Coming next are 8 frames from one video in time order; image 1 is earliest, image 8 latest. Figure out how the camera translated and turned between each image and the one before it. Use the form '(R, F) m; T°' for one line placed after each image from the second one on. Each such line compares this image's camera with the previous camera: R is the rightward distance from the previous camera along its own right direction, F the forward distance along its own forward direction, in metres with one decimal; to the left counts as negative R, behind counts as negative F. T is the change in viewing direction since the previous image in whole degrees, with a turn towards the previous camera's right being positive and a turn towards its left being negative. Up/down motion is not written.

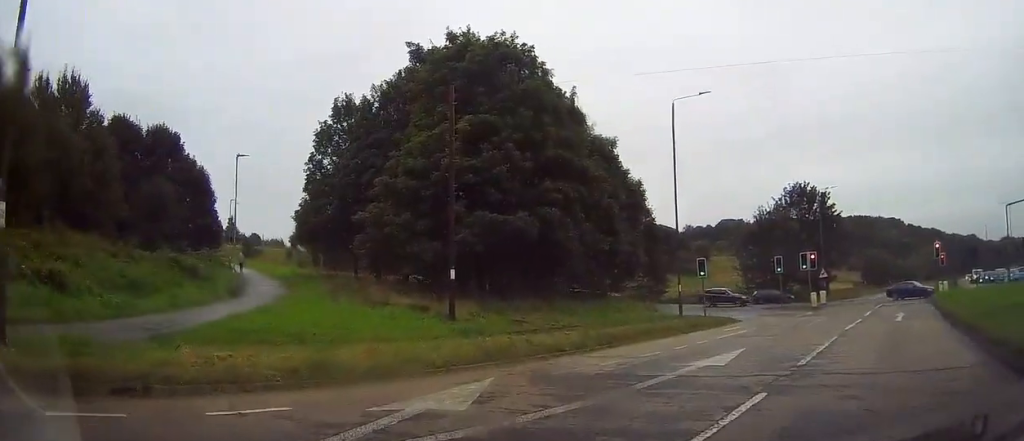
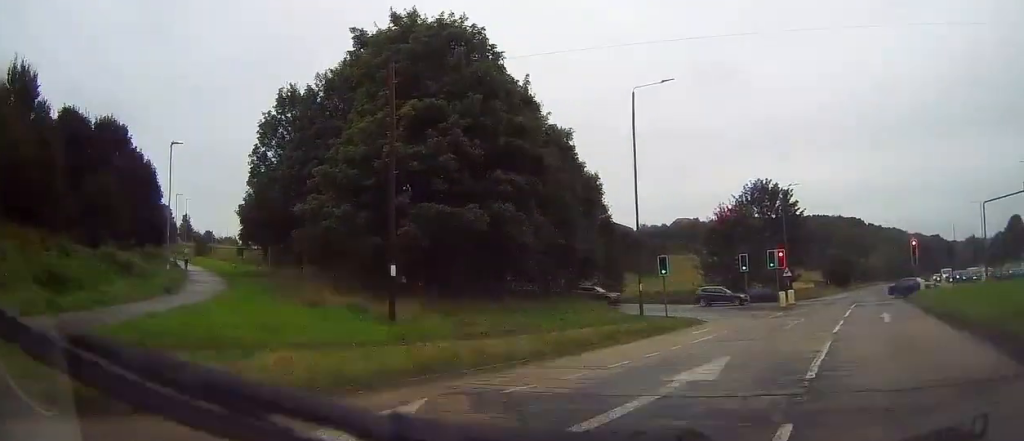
(+0.2, +2.2) m; +6°
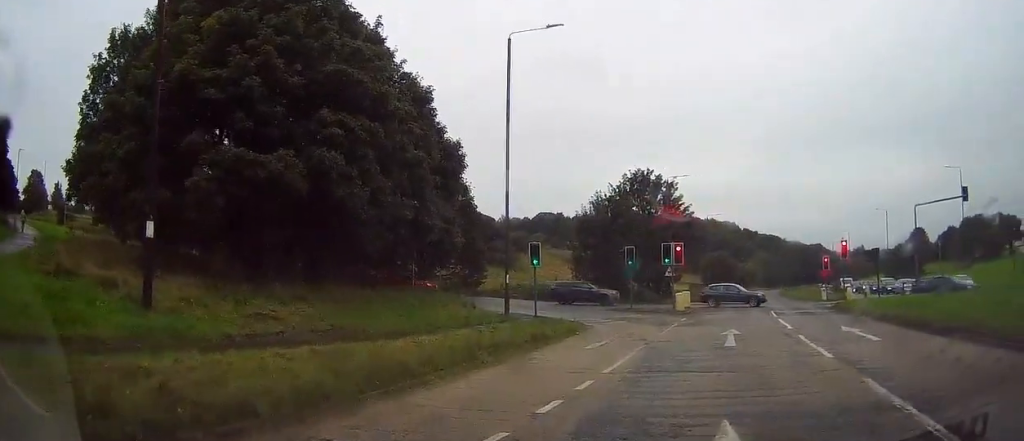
(+1.2, +6.9) m; +11°
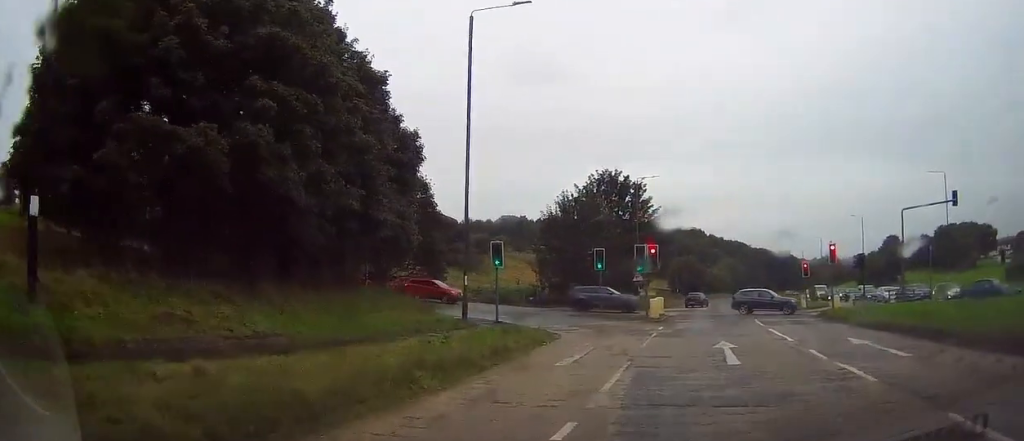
(-0.1, +2.8) m; +2°
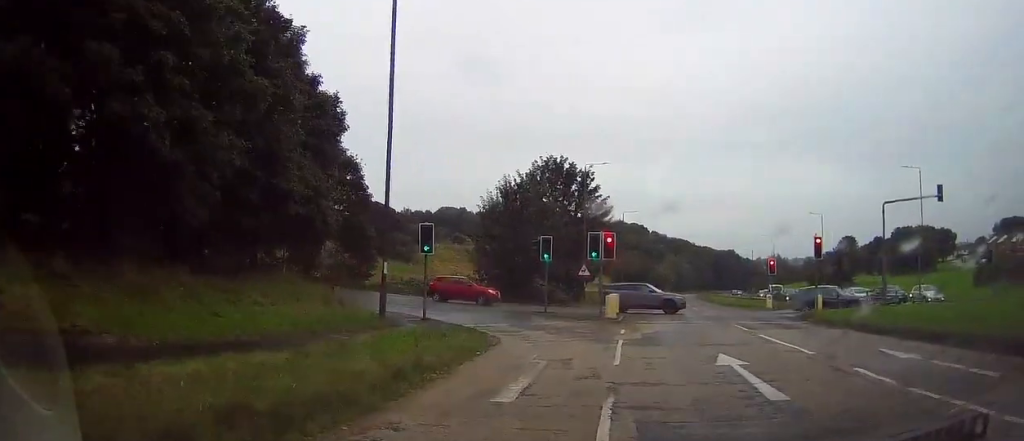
(0.0, +4.4) m; +5°
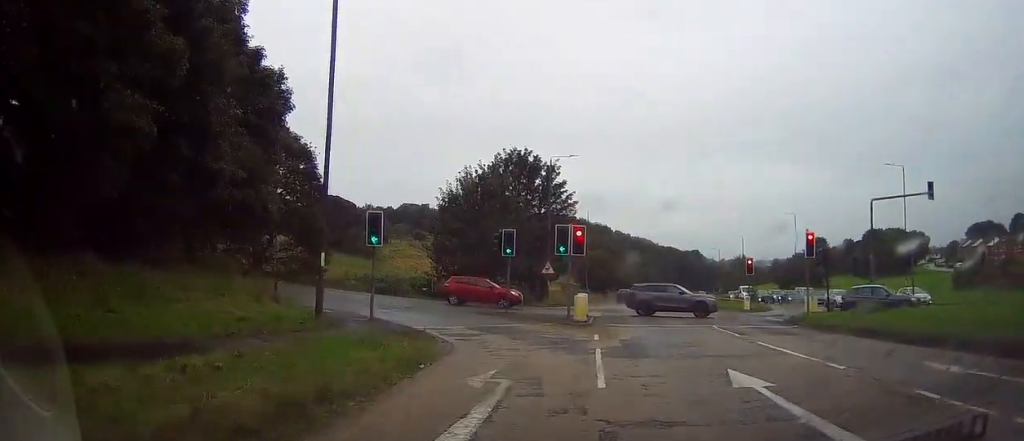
(+0.3, +2.7) m; +4°
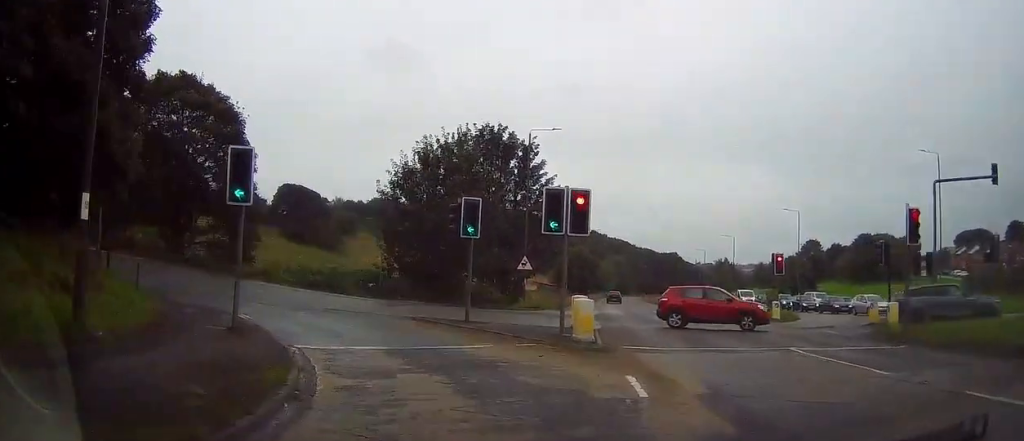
(+0.3, +9.5) m; +3°
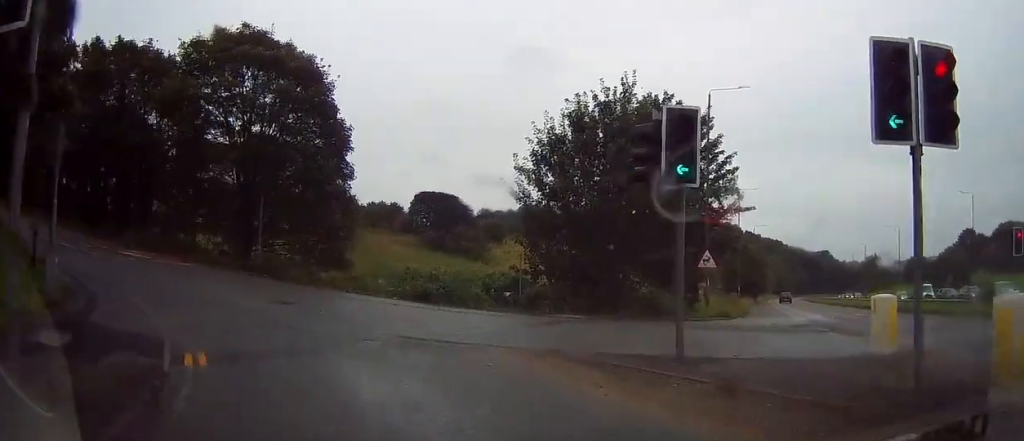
(0.0, +10.2) m; -8°
